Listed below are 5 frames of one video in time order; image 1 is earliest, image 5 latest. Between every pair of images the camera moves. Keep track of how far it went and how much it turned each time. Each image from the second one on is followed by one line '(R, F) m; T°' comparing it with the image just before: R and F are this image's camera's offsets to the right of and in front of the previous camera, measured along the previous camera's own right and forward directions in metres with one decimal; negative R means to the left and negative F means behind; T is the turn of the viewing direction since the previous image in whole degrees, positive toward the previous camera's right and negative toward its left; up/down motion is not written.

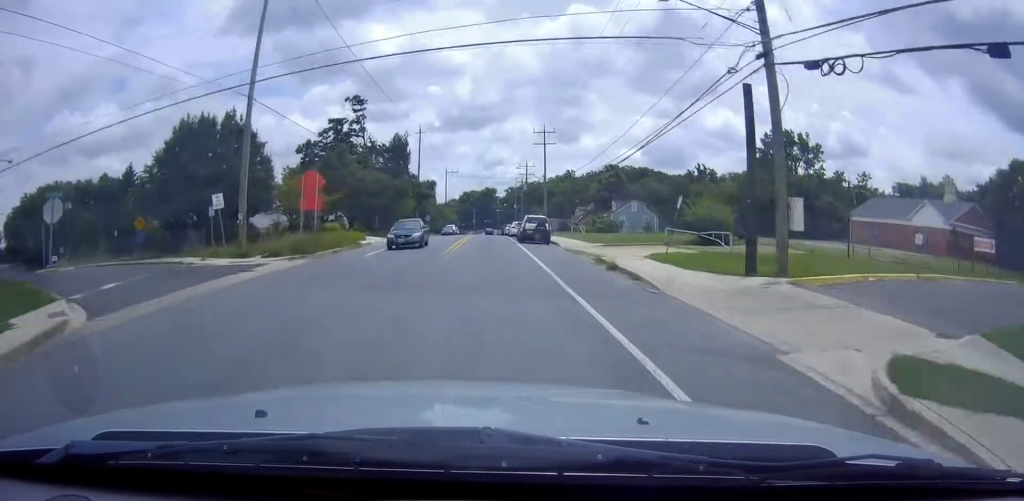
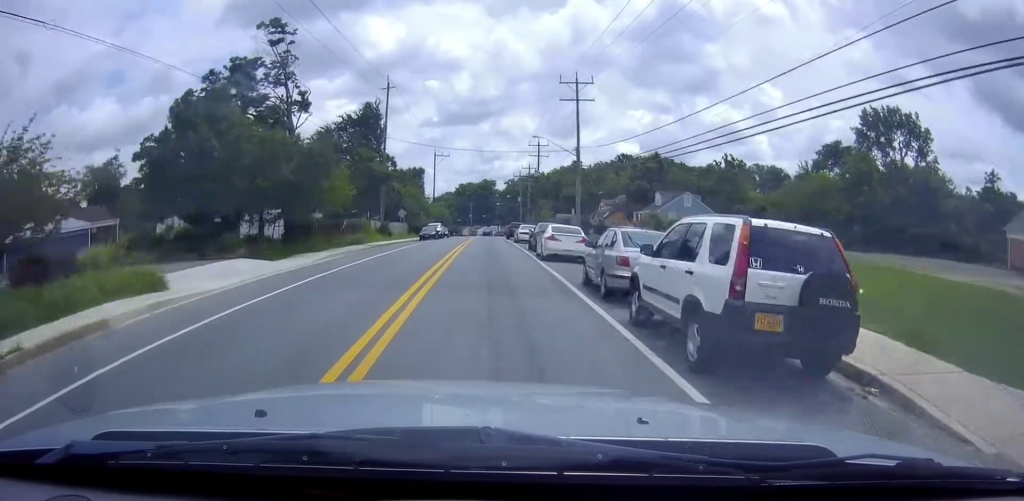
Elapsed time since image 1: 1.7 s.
(-1.0, +30.0) m; 0°
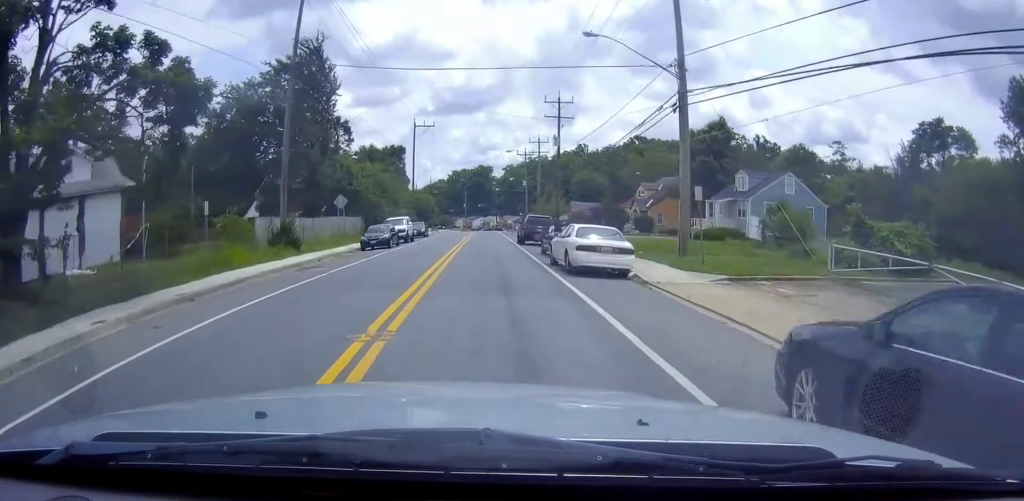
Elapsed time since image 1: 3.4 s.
(+0.3, +28.8) m; -1°
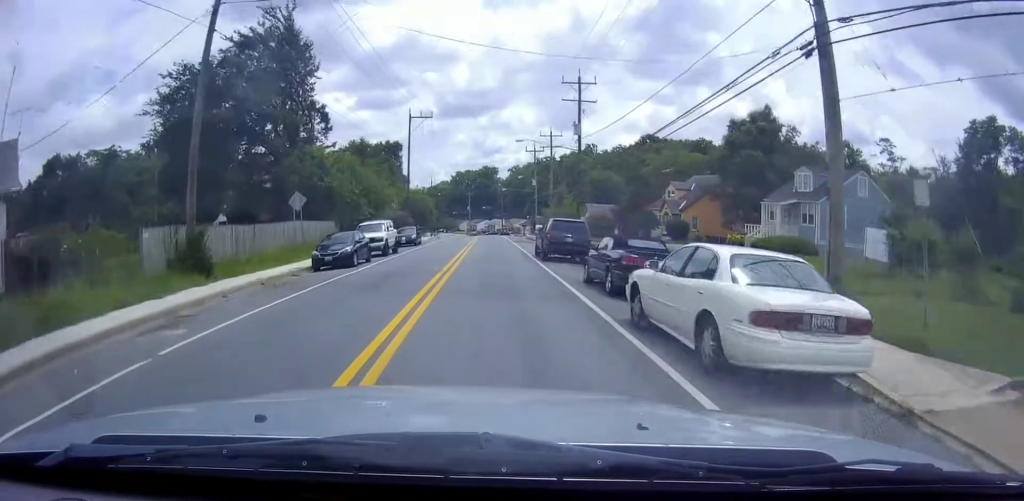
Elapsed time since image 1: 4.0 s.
(-0.2, +10.9) m; 0°
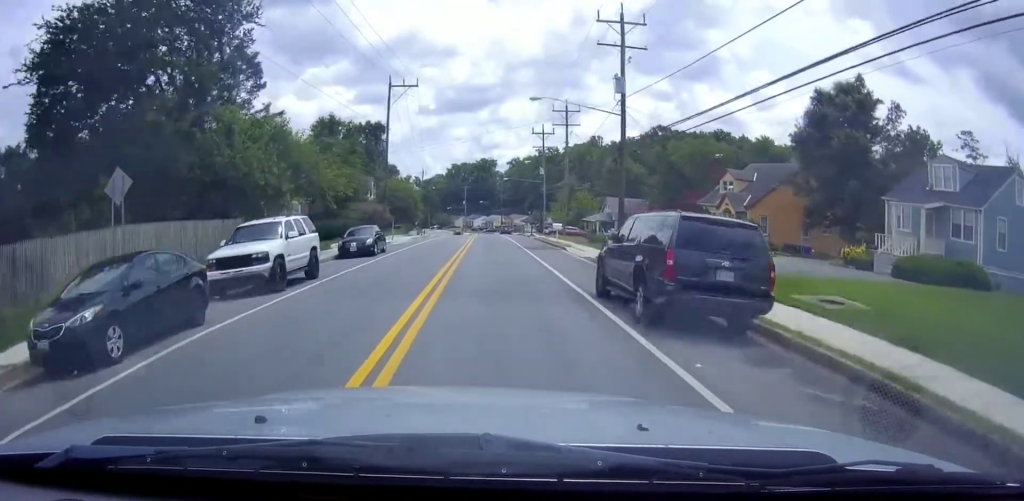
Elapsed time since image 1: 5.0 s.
(+0.2, +16.2) m; +1°
